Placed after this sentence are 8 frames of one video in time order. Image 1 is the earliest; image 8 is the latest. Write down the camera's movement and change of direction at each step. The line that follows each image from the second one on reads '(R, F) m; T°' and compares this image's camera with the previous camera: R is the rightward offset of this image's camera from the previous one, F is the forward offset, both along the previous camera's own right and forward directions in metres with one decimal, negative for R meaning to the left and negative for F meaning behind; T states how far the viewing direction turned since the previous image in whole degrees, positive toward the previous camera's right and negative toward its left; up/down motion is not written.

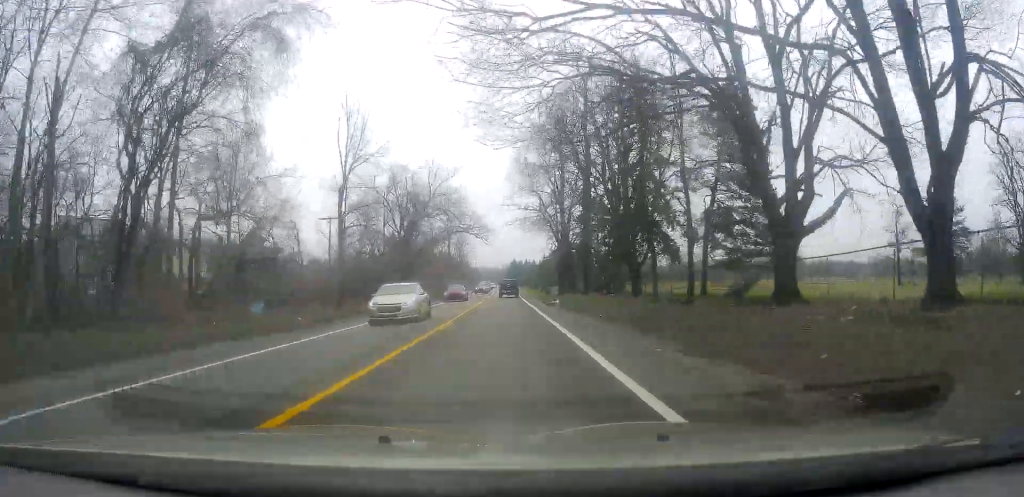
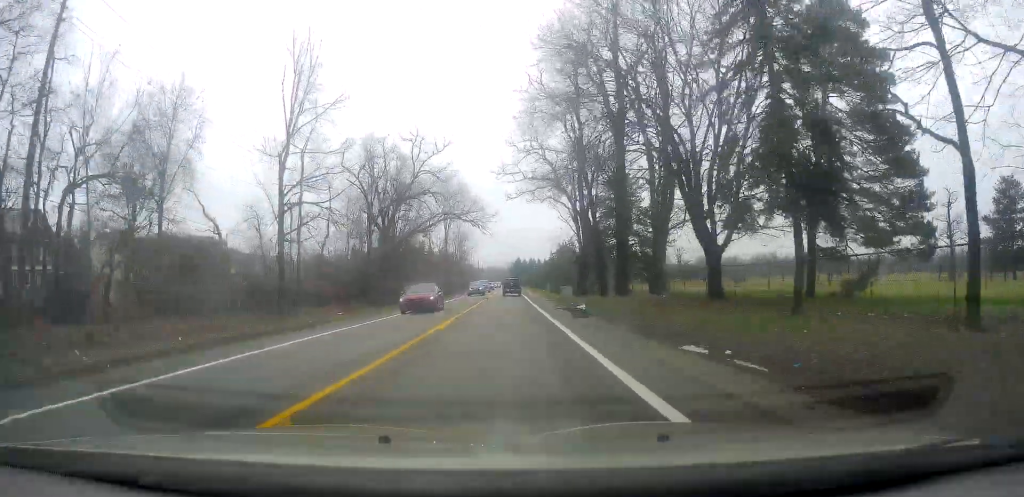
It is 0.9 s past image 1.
(+0.5, +14.1) m; -2°
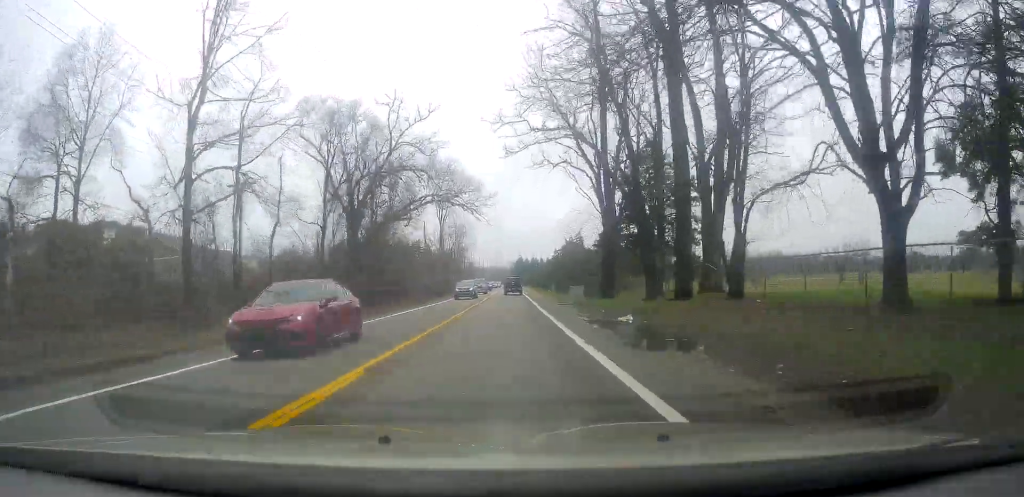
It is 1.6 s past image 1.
(-0.6, +11.8) m; -2°
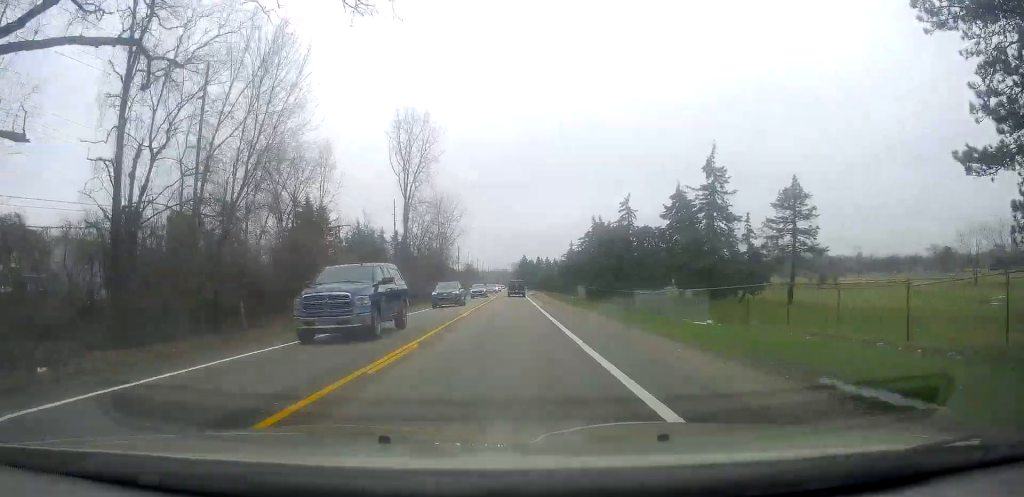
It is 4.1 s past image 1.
(-0.5, +40.6) m; 0°
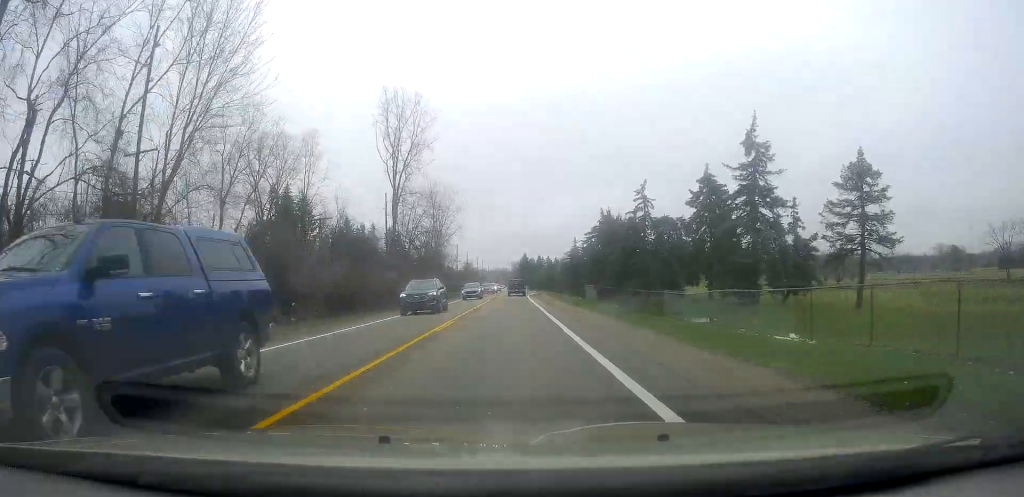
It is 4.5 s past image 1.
(+0.1, +7.7) m; 0°
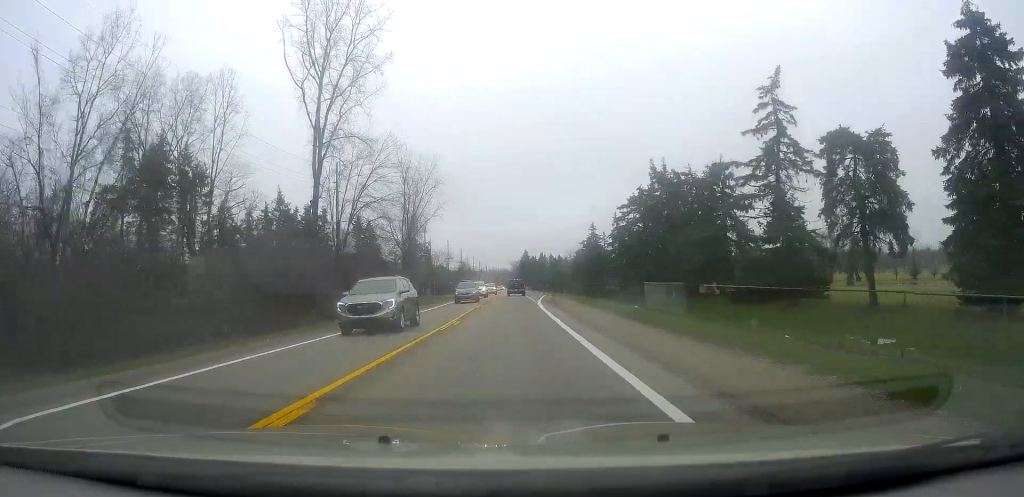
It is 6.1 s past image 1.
(+0.4, +29.1) m; -2°
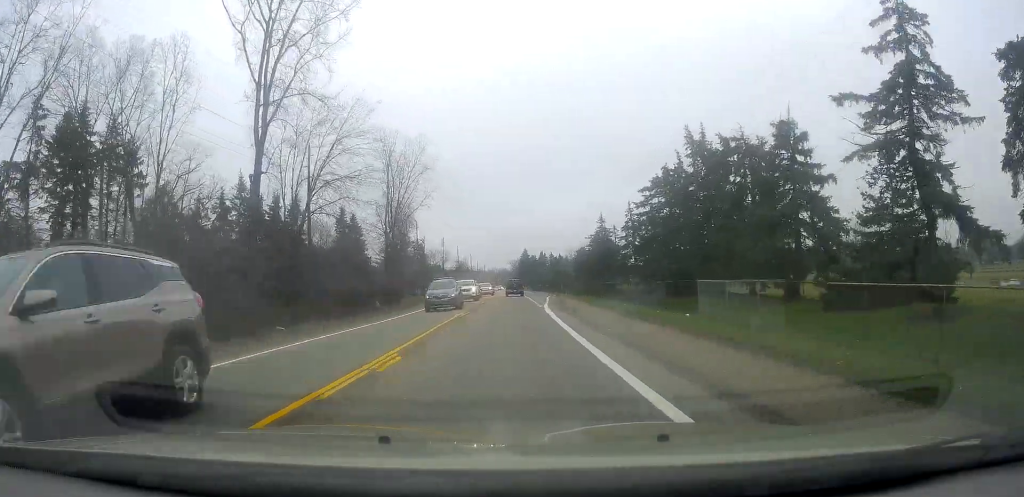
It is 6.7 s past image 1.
(-0.4, +10.7) m; -1°
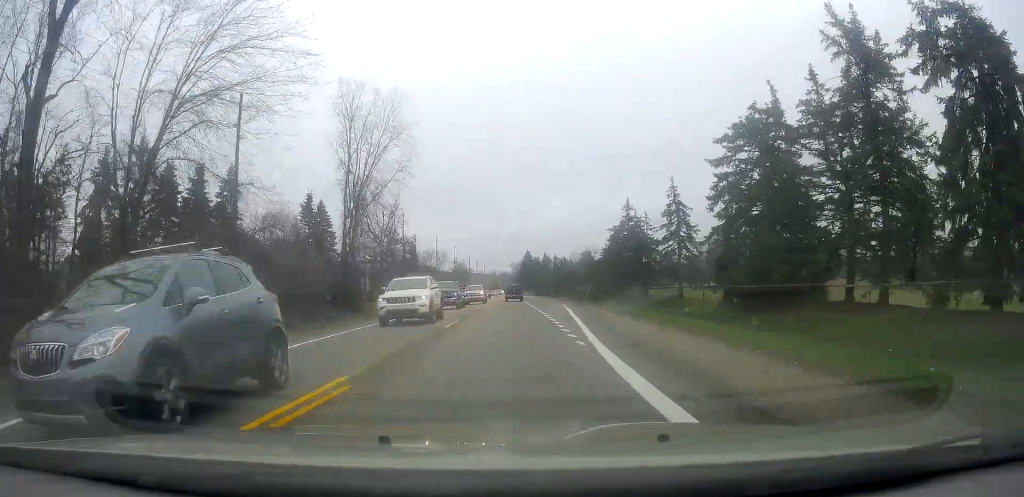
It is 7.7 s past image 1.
(-0.3, +19.1) m; 0°
